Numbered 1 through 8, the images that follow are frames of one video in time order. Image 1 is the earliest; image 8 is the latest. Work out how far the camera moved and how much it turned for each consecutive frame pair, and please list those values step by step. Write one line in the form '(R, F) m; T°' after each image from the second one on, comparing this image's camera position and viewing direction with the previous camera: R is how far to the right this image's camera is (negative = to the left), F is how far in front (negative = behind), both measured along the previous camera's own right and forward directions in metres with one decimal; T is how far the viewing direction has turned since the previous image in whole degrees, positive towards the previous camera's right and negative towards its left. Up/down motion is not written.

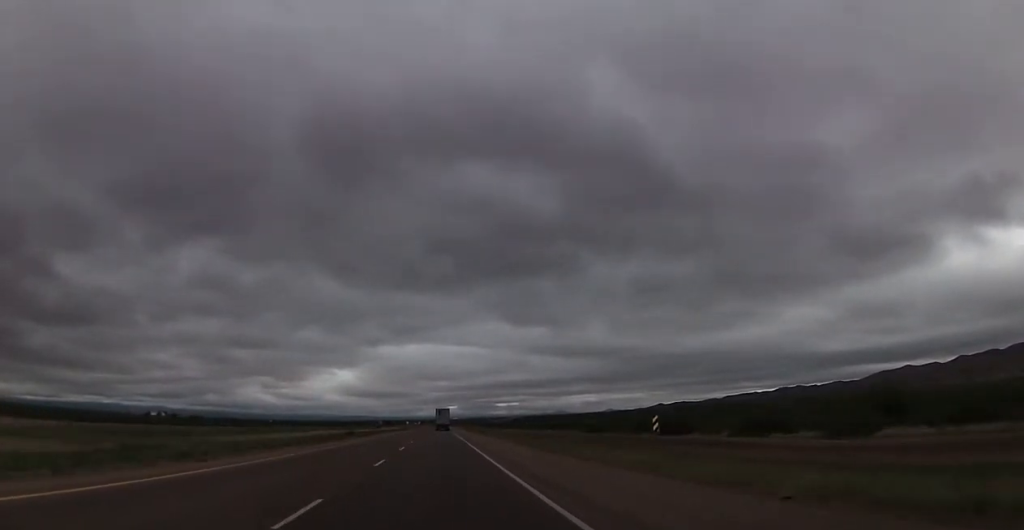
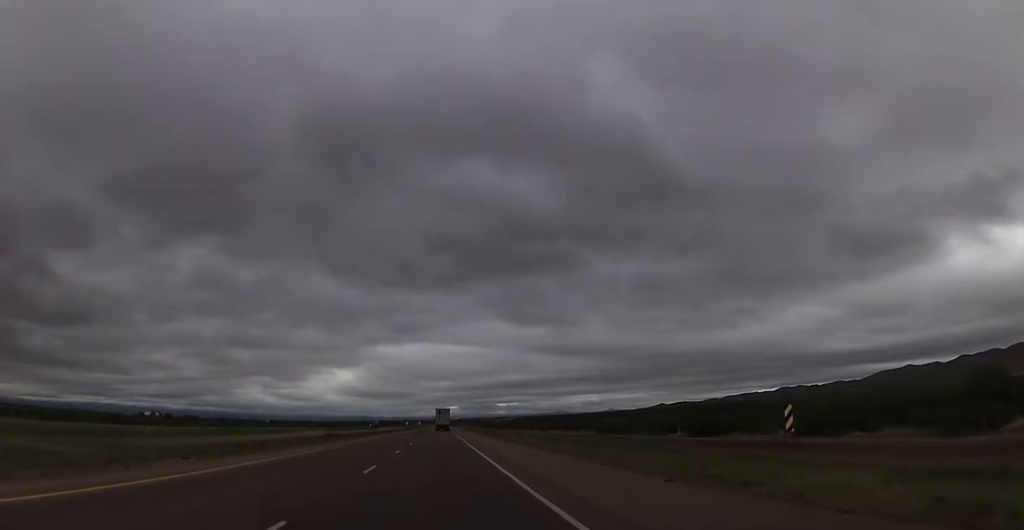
(0.0, +14.7) m; 0°
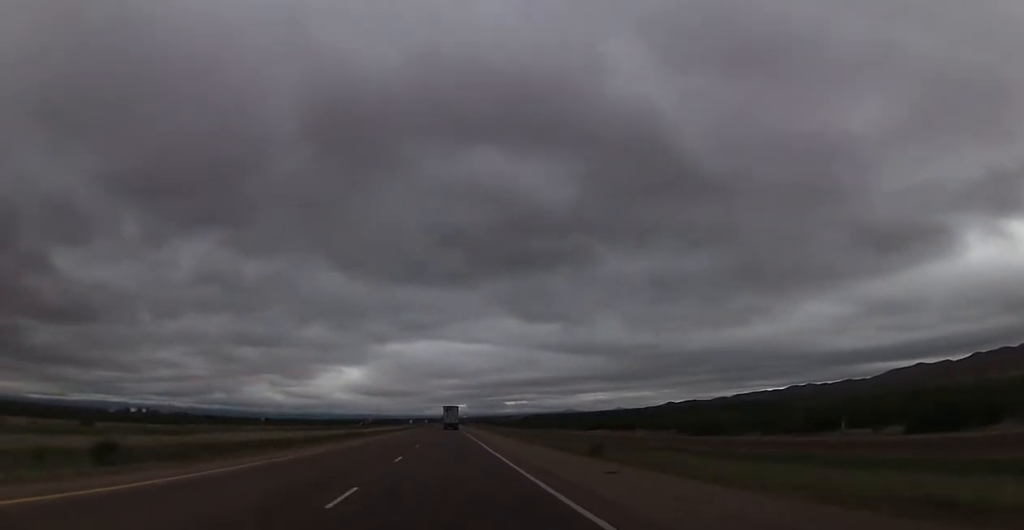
(0.0, +44.1) m; 0°
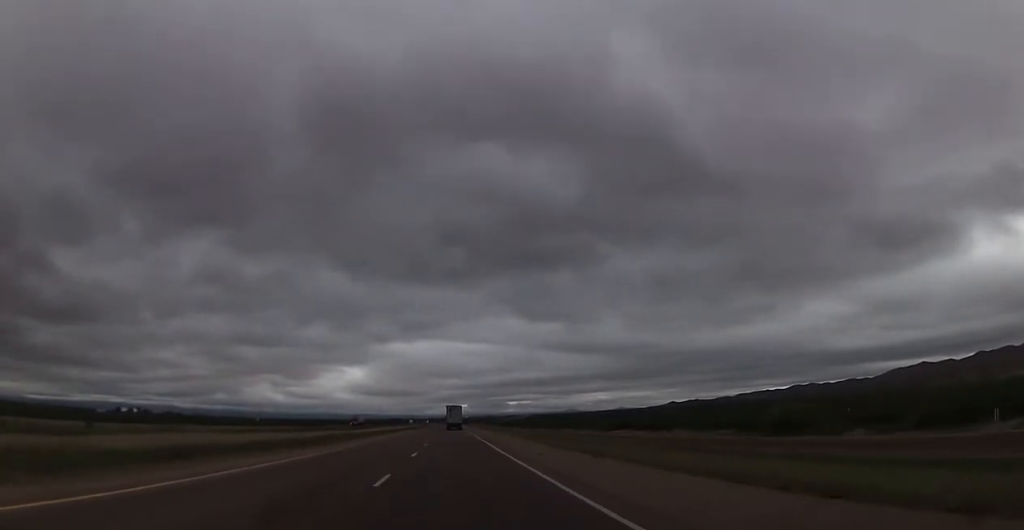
(+0.1, +20.9) m; -1°
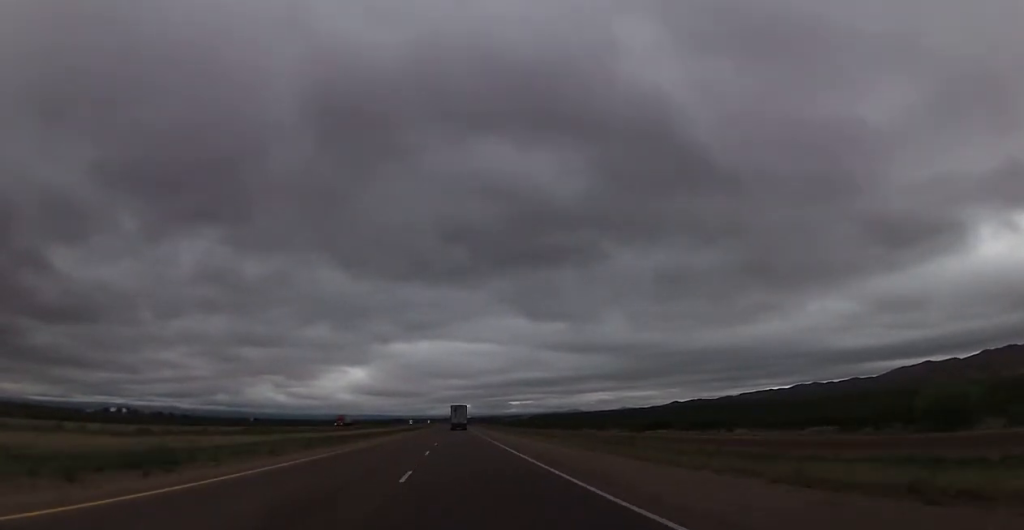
(-0.2, +23.2) m; -1°
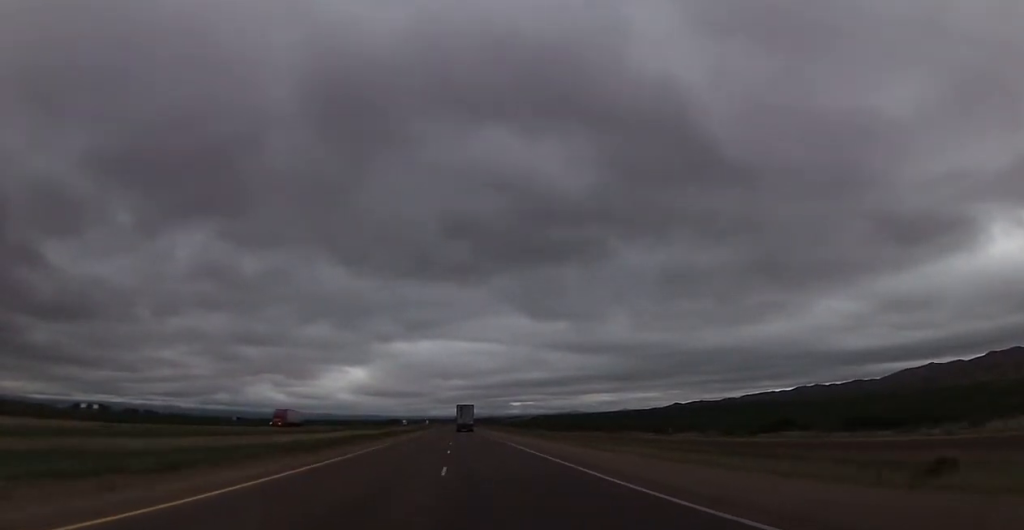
(-0.4, +46.5) m; -1°
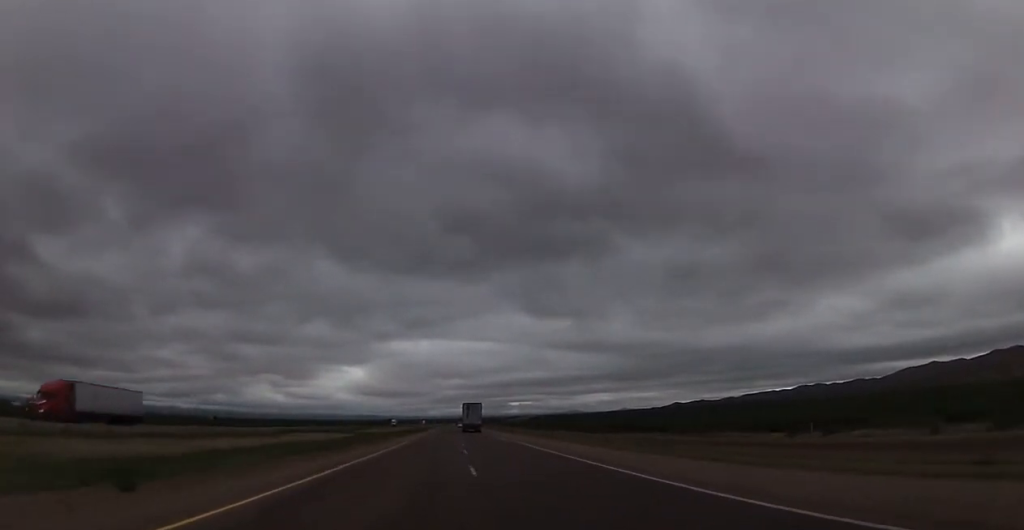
(0.0, +48.9) m; 0°
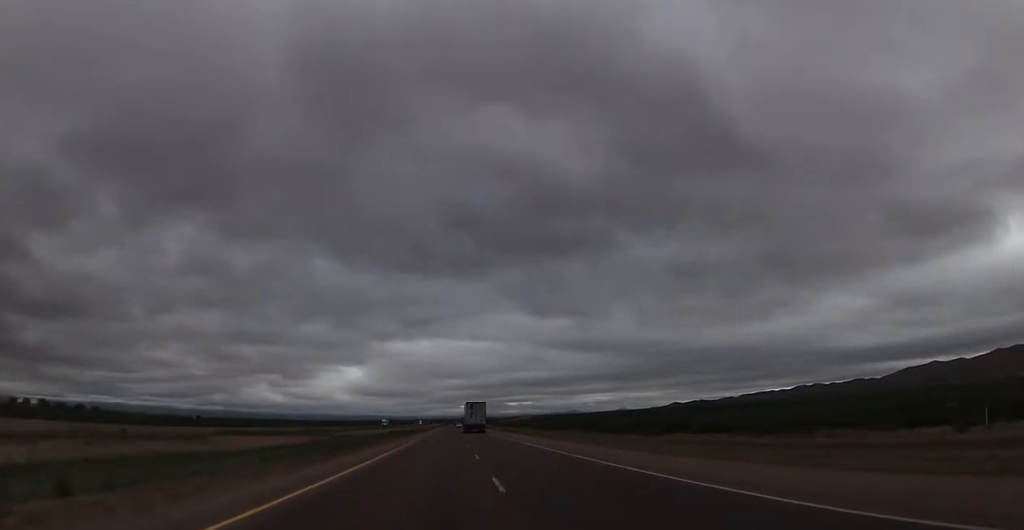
(0.0, +28.2) m; +1°
